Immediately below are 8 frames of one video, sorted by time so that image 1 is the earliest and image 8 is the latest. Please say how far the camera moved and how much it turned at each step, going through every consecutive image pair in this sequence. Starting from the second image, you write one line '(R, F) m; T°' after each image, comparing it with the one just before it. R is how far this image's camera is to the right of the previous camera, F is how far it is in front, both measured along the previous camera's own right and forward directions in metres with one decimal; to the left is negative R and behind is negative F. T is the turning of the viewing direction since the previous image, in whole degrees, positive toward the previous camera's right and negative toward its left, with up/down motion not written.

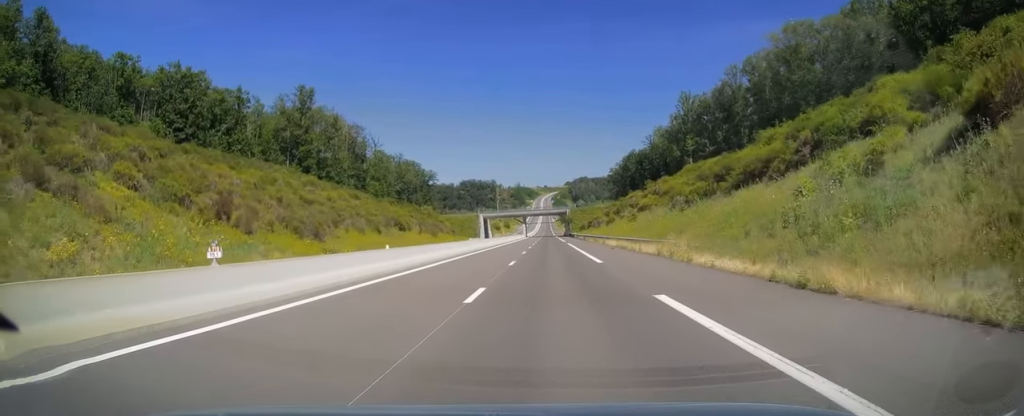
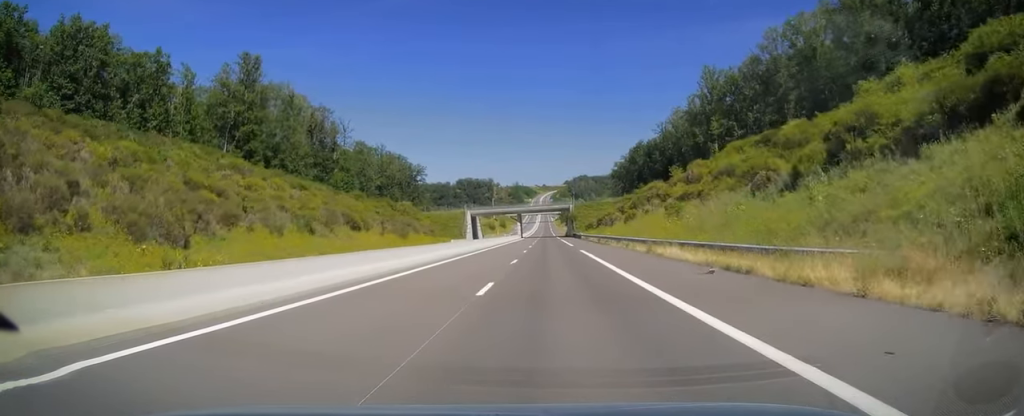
(0.0, +24.8) m; 0°
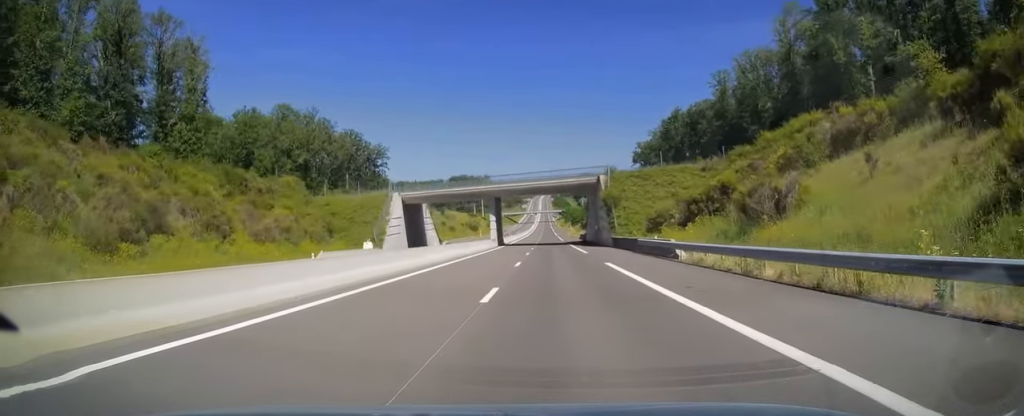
(+0.1, +66.1) m; 0°
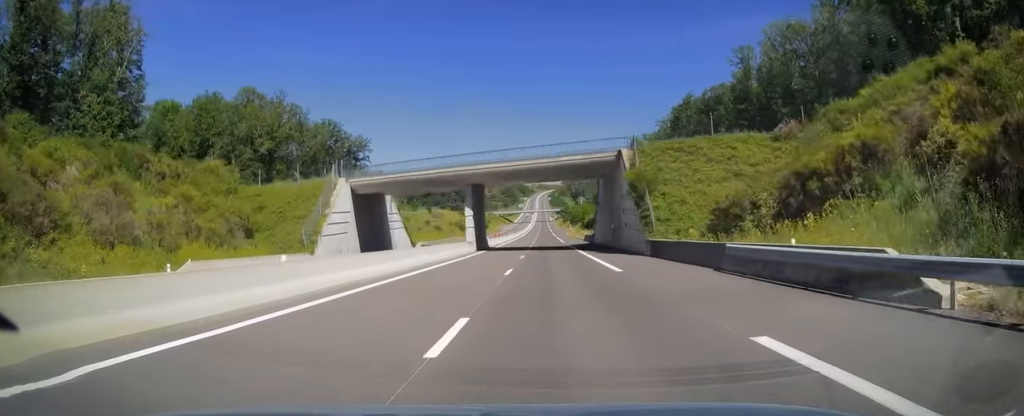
(+0.2, +18.1) m; 0°
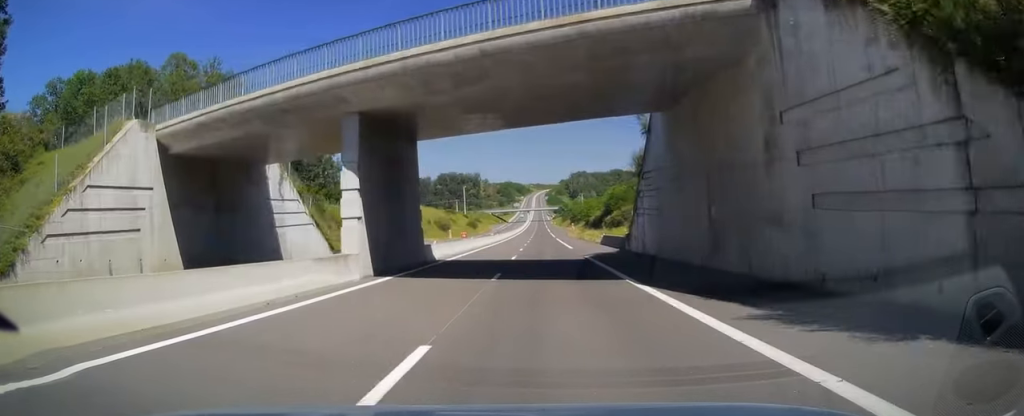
(-0.4, +28.4) m; 0°
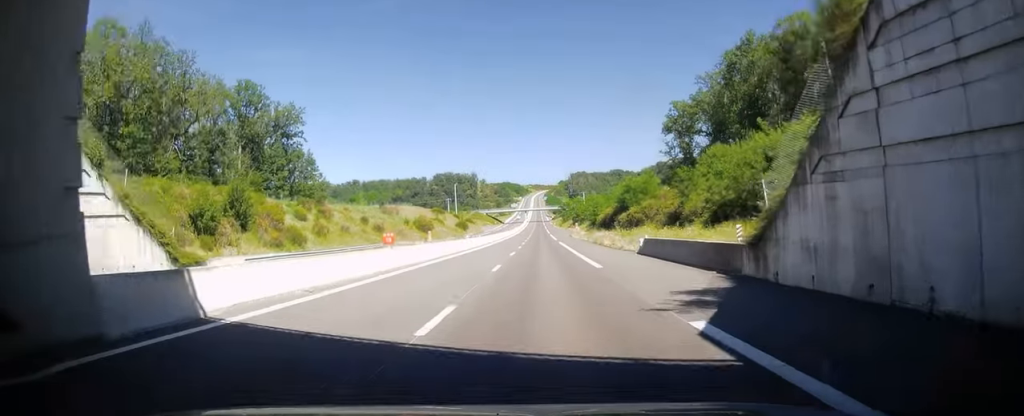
(+0.3, +22.2) m; +1°
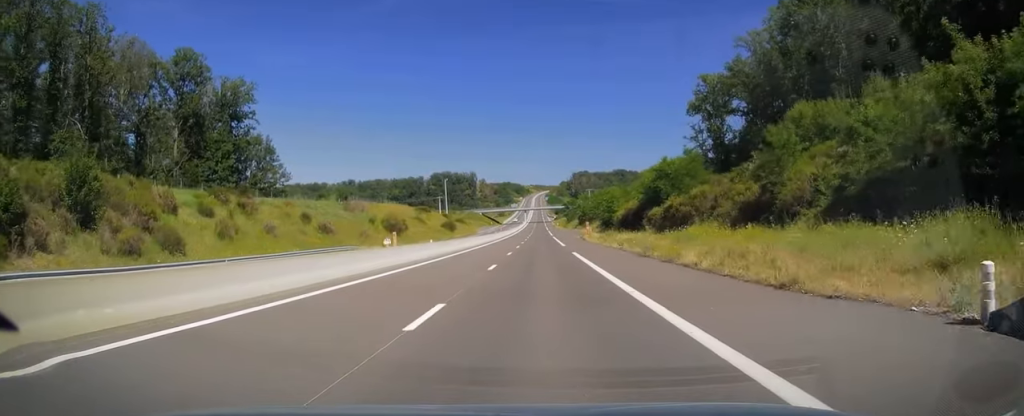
(+0.1, +25.8) m; 0°
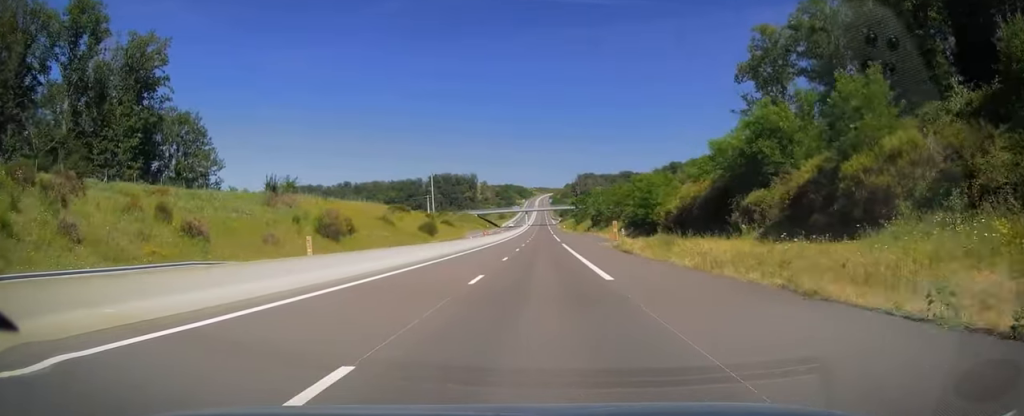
(0.0, +31.4) m; -1°
